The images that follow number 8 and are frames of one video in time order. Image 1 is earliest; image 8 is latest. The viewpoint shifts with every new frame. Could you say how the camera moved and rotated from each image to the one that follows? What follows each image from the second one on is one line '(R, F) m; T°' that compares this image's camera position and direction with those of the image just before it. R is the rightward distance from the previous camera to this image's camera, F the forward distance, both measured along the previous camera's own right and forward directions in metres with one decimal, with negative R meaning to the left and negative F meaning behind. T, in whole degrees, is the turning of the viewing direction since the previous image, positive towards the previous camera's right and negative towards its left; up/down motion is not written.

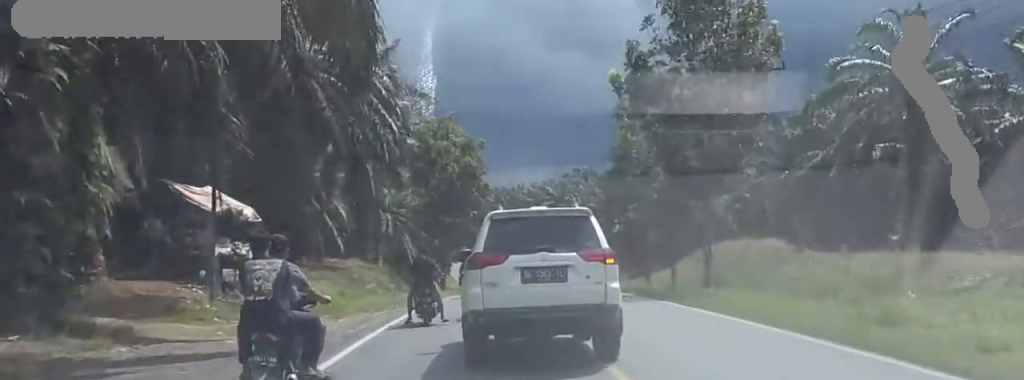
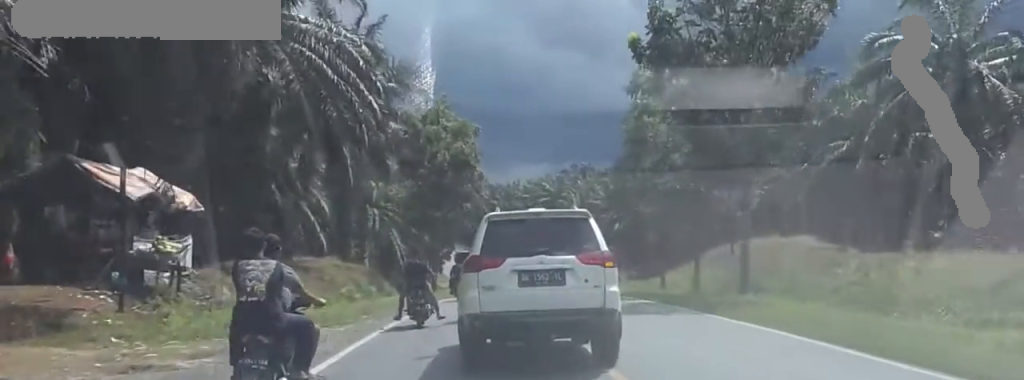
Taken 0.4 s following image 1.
(0.0, +7.0) m; 0°
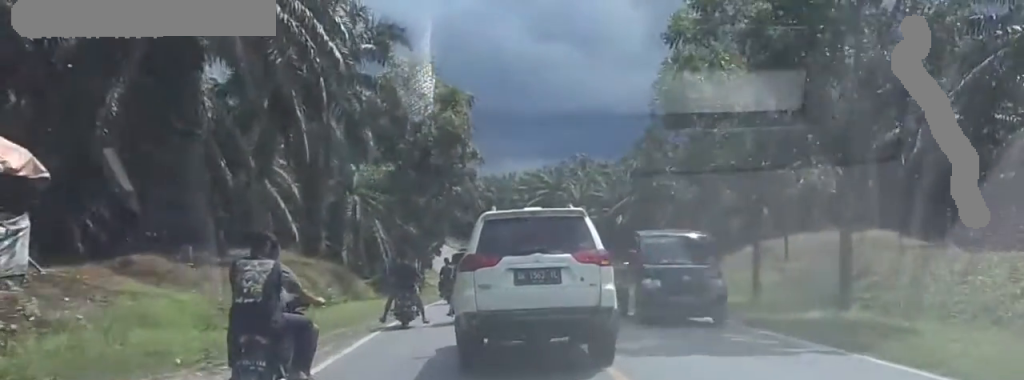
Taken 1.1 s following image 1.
(0.0, +10.9) m; 0°
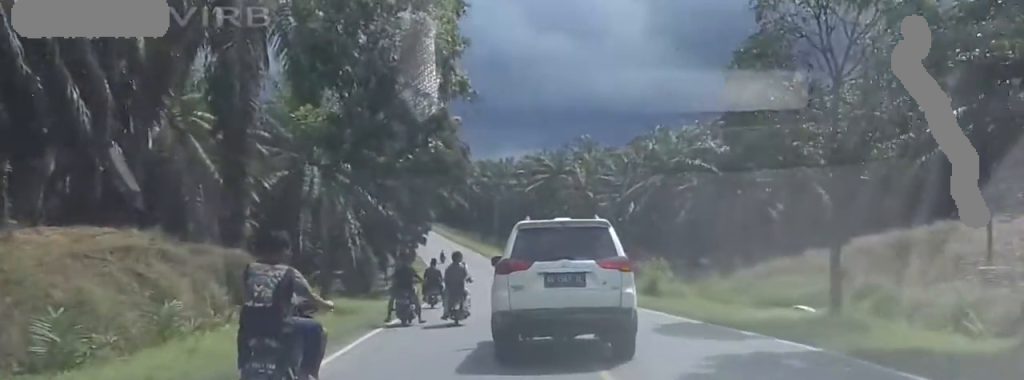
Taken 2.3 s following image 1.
(+0.2, +18.8) m; +2°
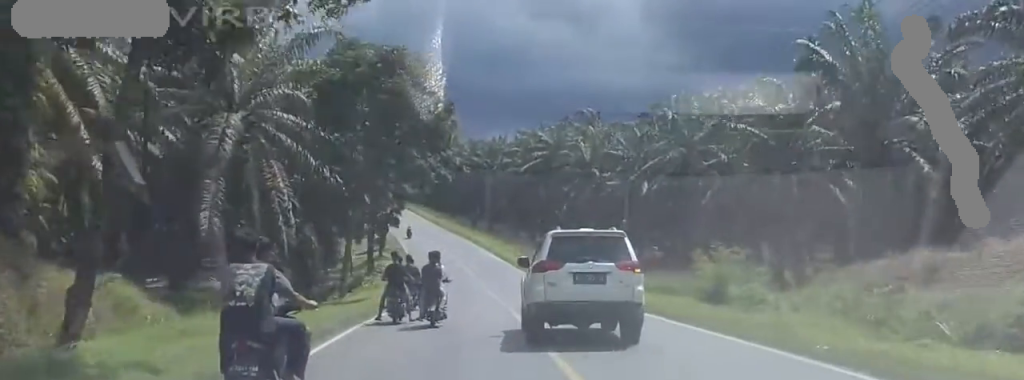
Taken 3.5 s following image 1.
(+0.3, +19.4) m; +1°
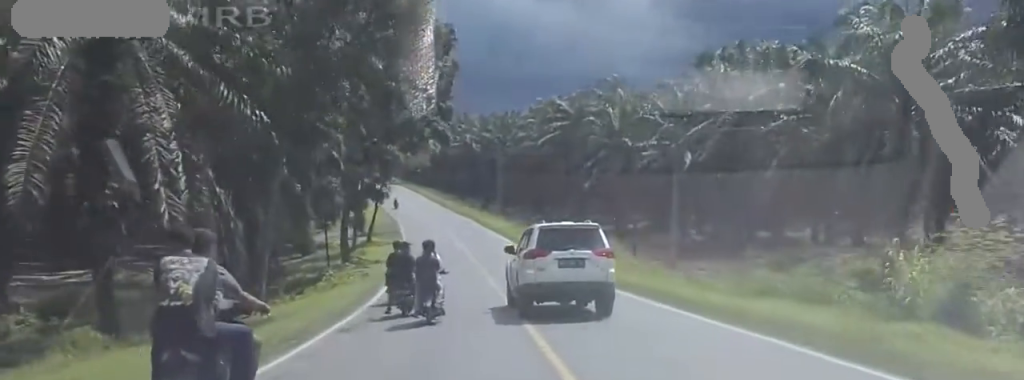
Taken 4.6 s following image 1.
(-0.2, +17.2) m; -1°
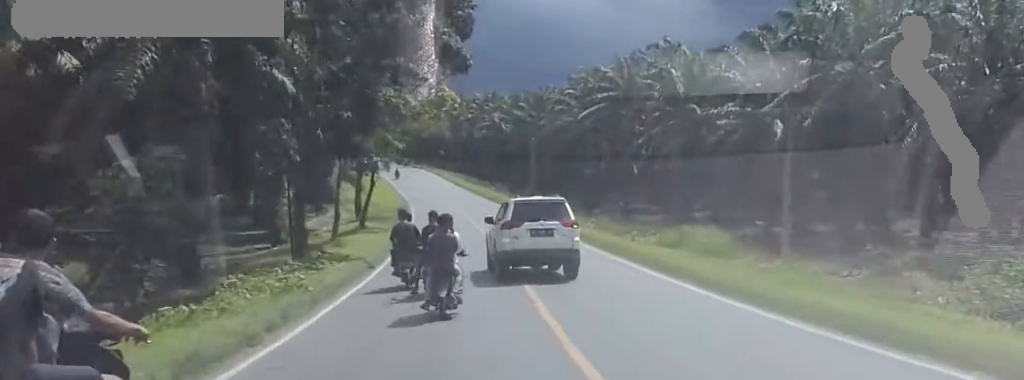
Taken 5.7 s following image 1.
(0.0, +17.8) m; 0°
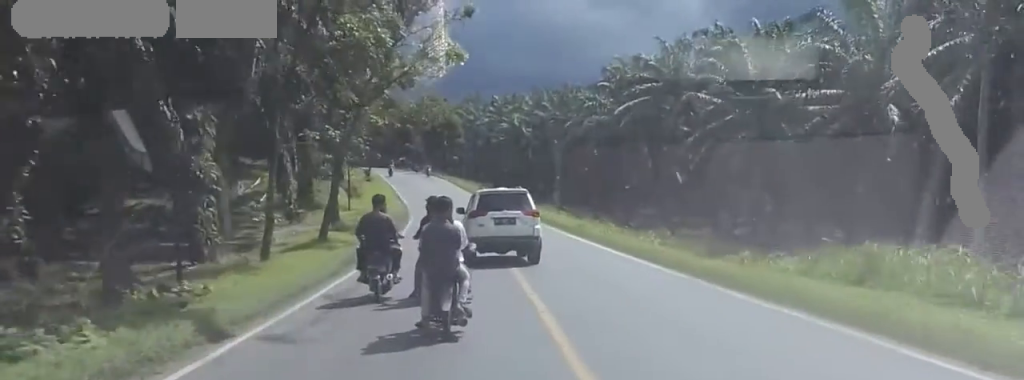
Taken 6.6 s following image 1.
(0.0, +15.2) m; 0°
